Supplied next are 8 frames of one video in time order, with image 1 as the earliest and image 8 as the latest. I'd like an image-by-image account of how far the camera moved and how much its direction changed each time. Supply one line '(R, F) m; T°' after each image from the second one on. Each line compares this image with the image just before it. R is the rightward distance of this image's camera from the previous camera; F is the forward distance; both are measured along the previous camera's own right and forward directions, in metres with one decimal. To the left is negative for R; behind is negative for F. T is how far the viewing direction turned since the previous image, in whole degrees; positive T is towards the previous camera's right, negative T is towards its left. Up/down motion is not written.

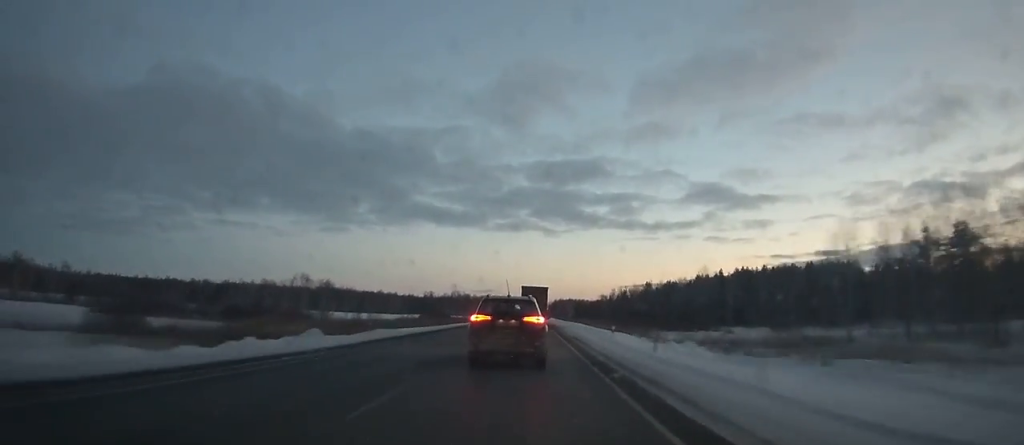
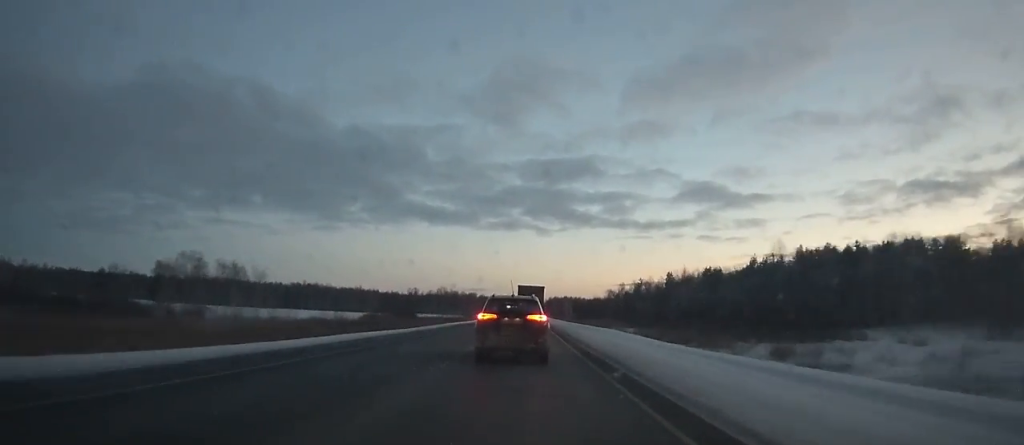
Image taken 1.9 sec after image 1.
(0.0, +42.2) m; 0°
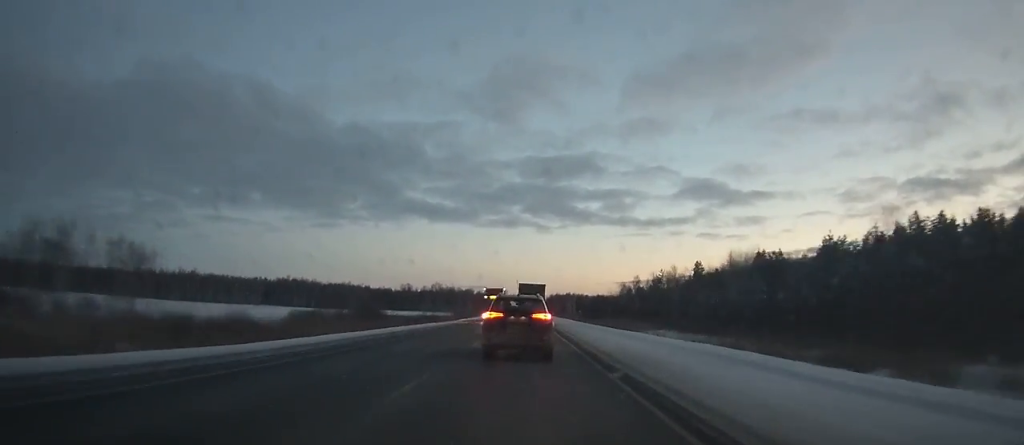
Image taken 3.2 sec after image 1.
(-0.1, +28.8) m; 0°
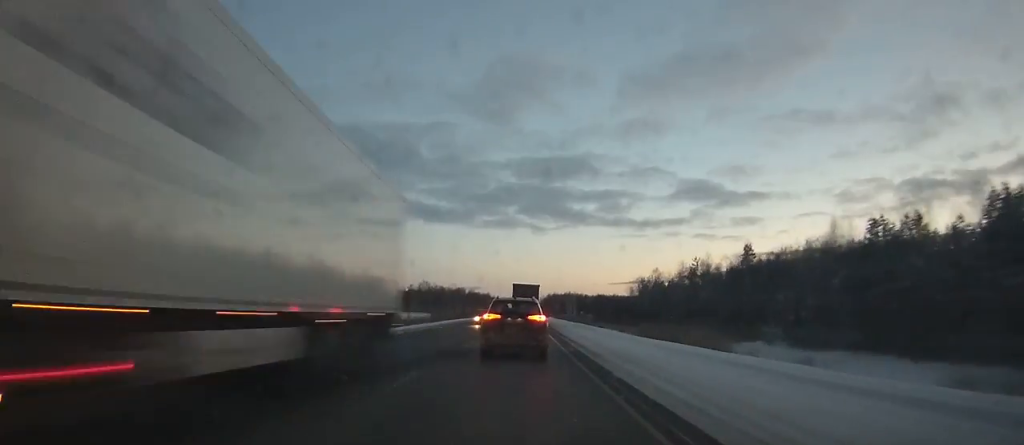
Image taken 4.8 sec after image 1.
(+0.1, +35.2) m; 0°
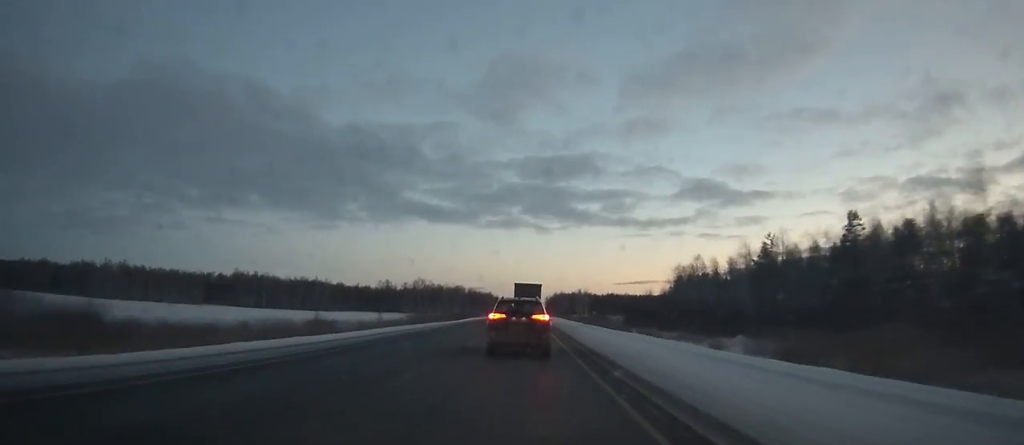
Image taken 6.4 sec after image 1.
(+0.1, +35.1) m; 0°
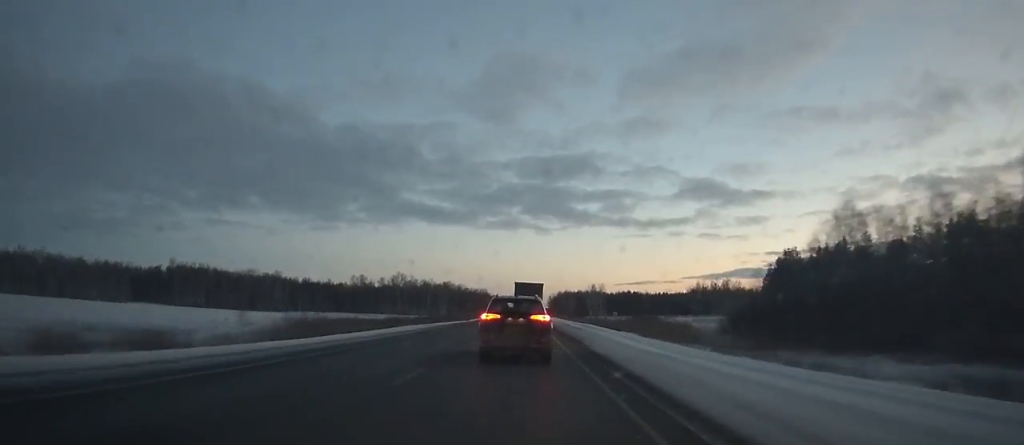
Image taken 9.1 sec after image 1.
(+0.1, +58.7) m; 0°
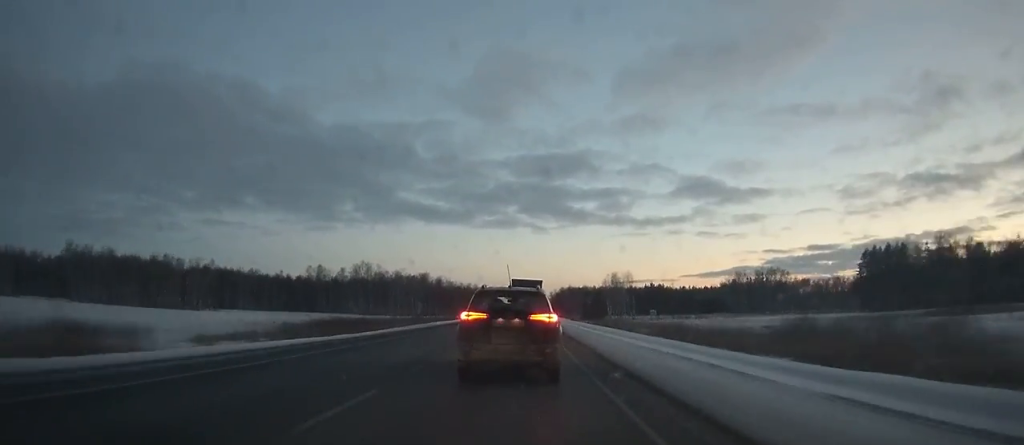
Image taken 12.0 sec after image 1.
(-0.2, +61.6) m; 0°
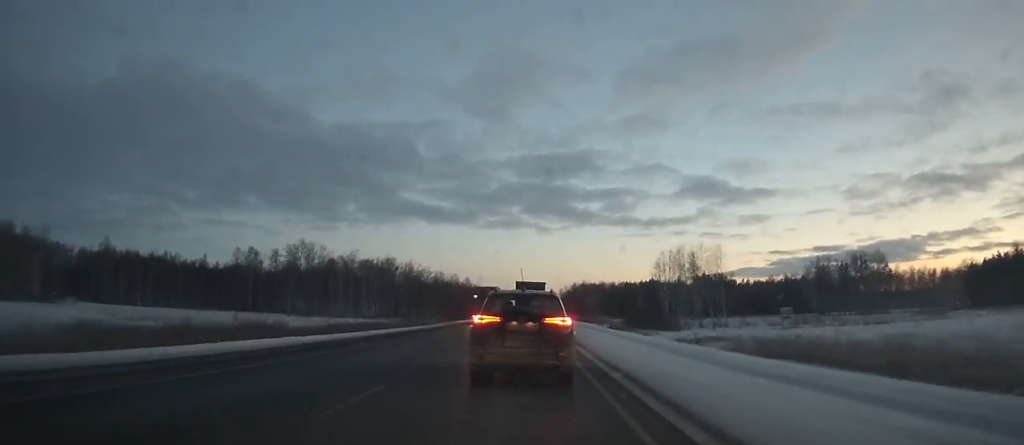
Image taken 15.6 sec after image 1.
(+0.2, +73.7) m; 0°
